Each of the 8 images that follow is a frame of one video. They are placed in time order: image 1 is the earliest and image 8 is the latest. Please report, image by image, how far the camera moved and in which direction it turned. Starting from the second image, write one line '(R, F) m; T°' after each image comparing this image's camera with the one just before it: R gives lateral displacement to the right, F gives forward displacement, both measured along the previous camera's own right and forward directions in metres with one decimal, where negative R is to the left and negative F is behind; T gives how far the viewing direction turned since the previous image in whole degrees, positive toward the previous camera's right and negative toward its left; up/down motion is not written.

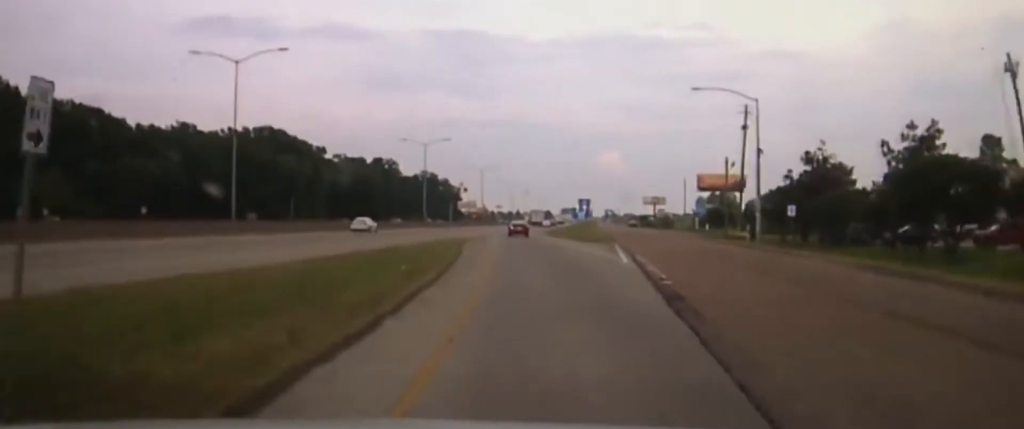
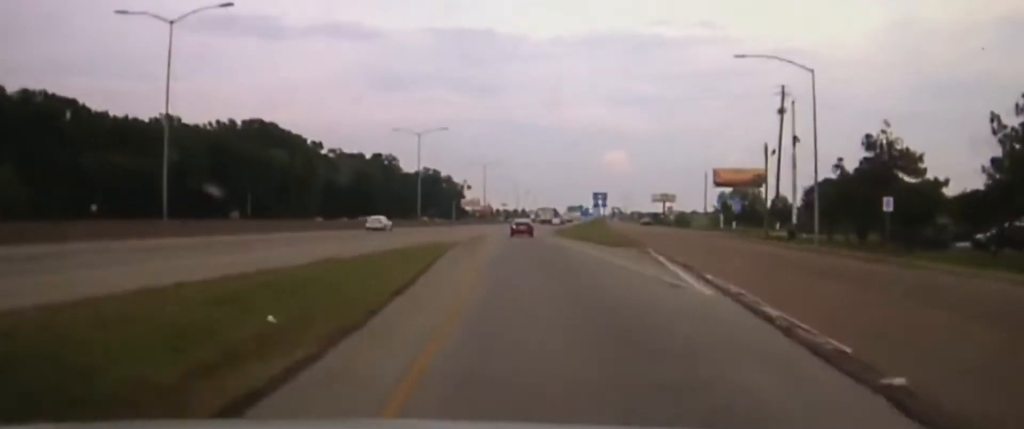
(-0.5, +15.8) m; -1°
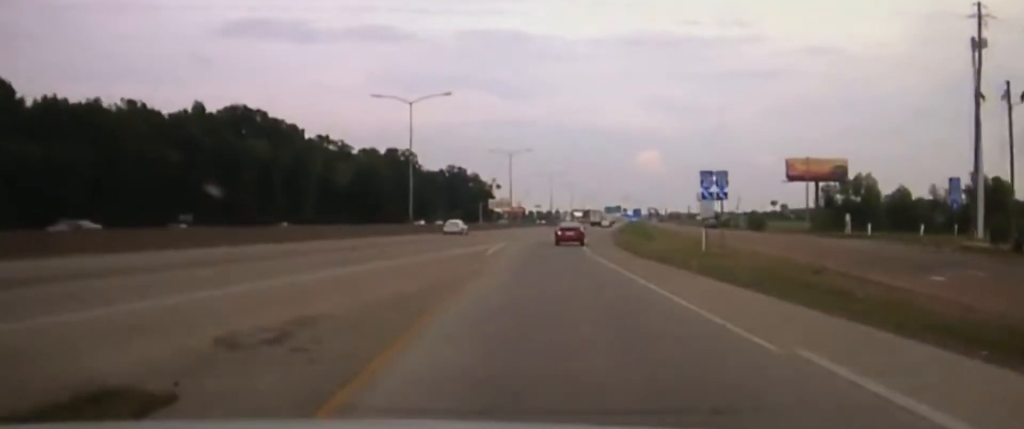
(+0.4, +36.1) m; 0°
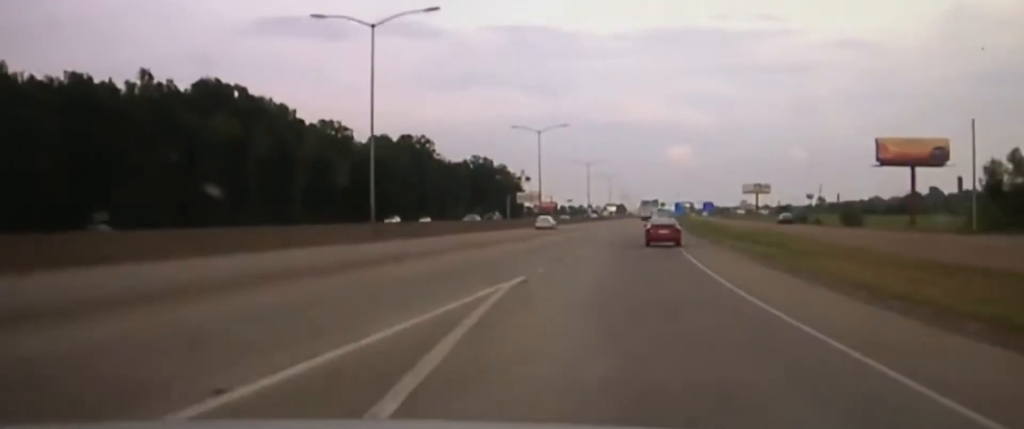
(-0.3, +35.8) m; -1°
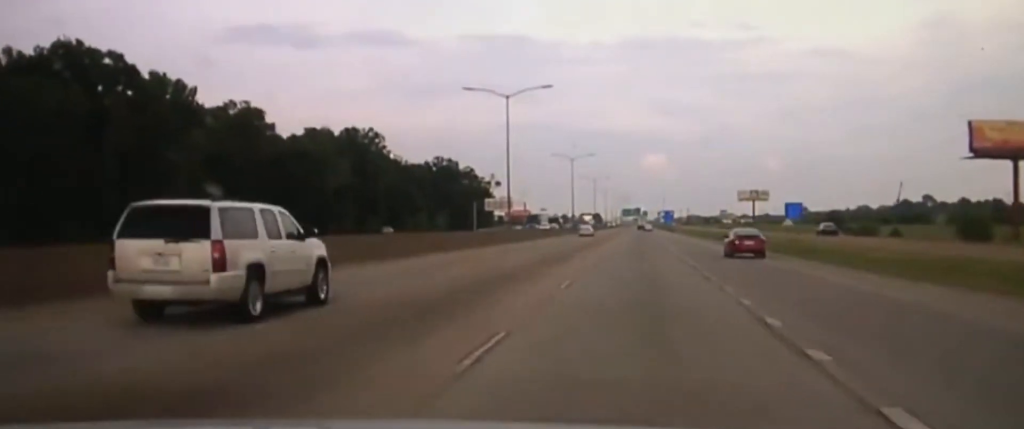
(-0.3, +44.4) m; 0°
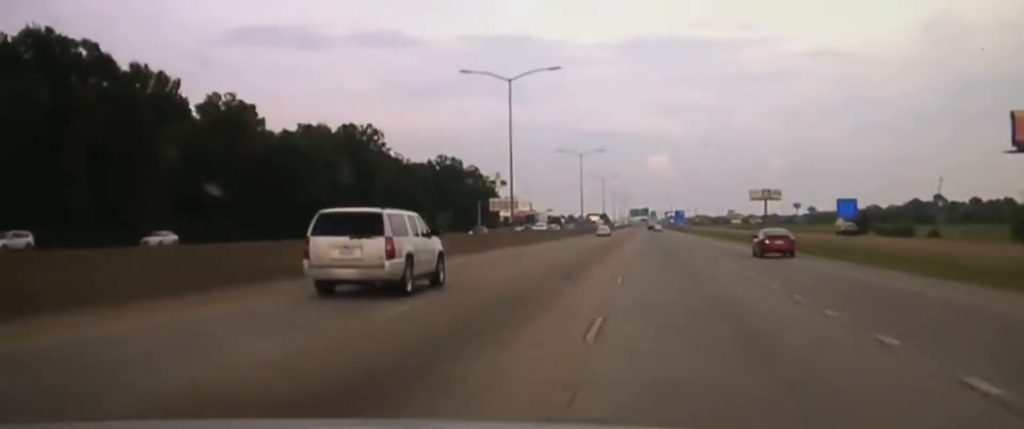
(+0.1, +9.2) m; 0°
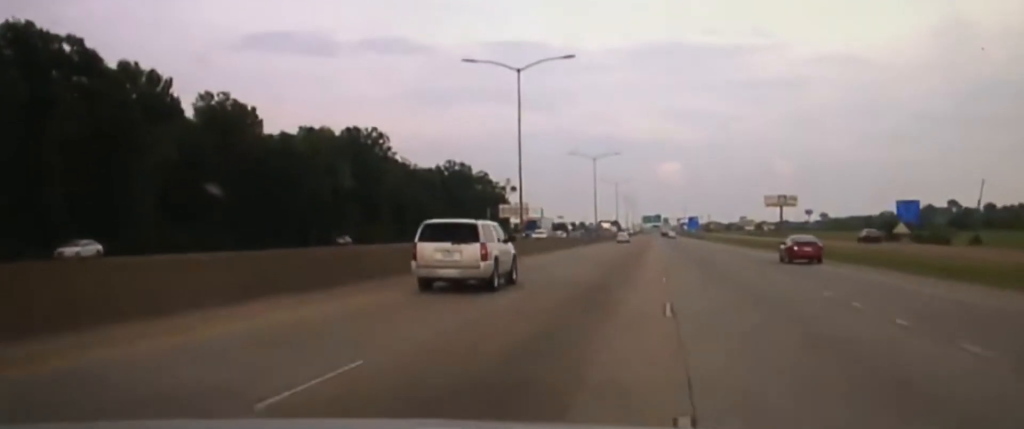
(-0.1, +7.3) m; -1°
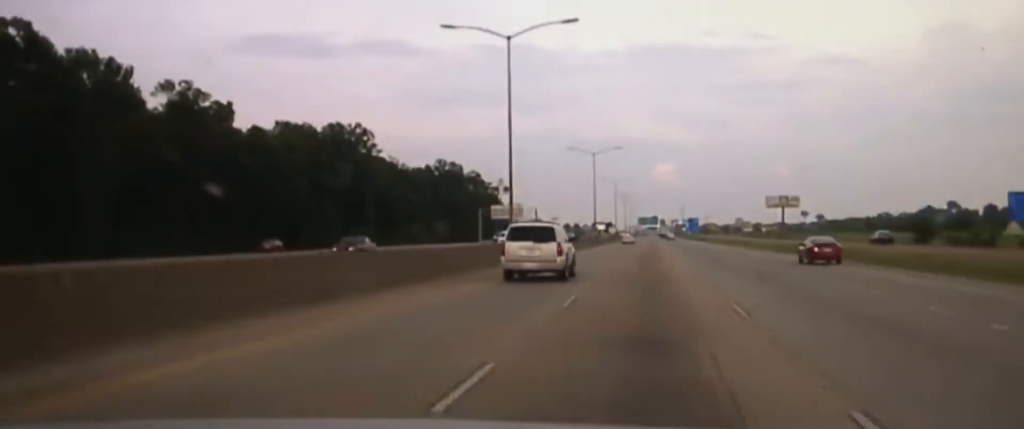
(-0.2, +11.4) m; 0°
